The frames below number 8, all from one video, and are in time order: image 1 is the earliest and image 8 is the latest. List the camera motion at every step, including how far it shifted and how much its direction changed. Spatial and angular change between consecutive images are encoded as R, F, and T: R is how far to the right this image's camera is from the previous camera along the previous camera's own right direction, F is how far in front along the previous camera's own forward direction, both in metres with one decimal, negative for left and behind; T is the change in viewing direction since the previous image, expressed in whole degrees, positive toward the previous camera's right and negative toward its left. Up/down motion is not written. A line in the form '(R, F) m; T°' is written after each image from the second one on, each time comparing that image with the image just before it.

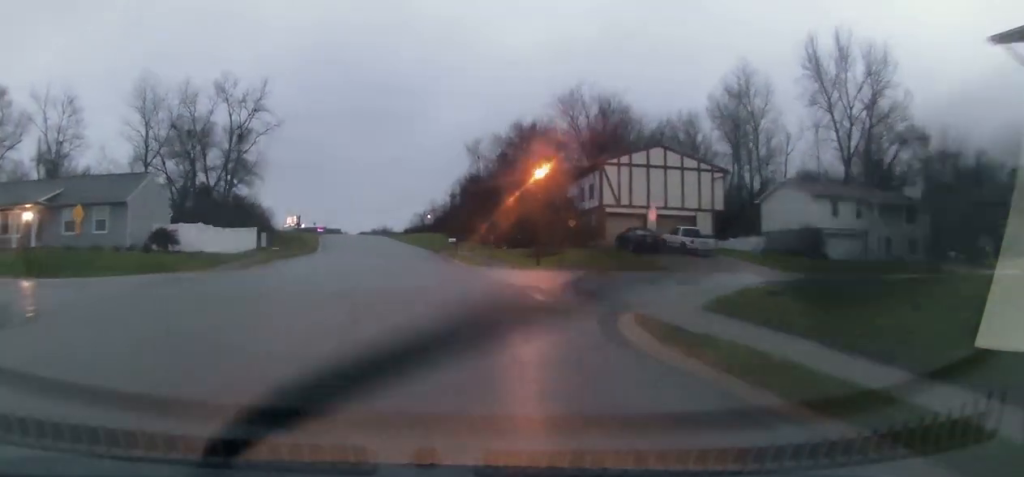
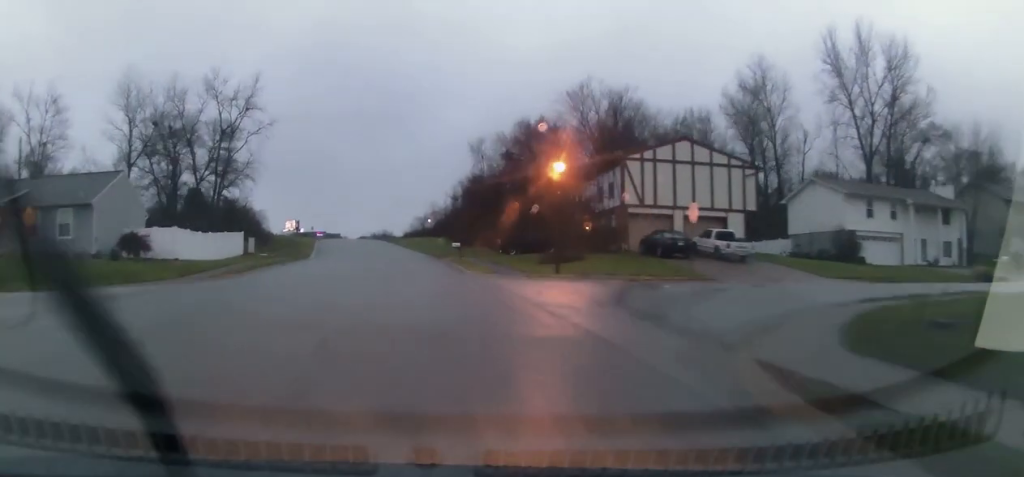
(+0.1, +4.7) m; 0°
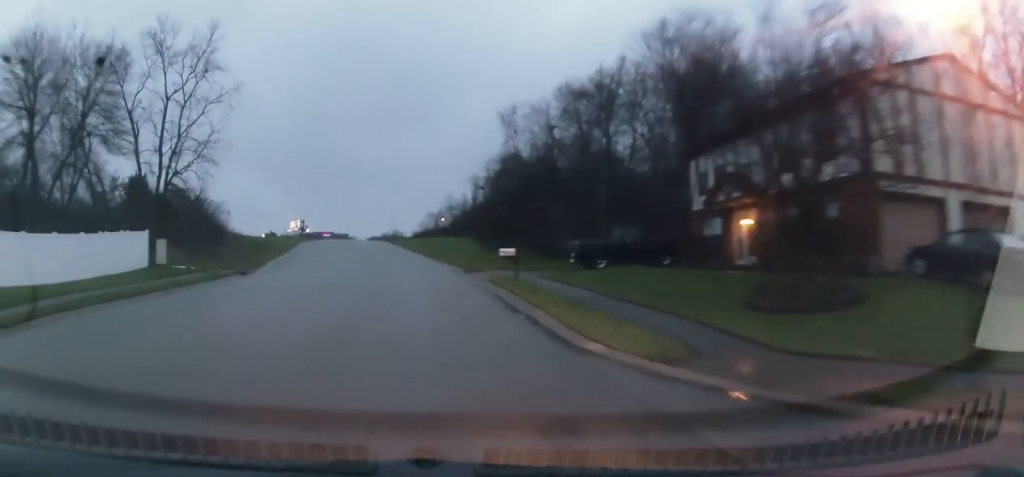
(0.0, +22.3) m; +1°
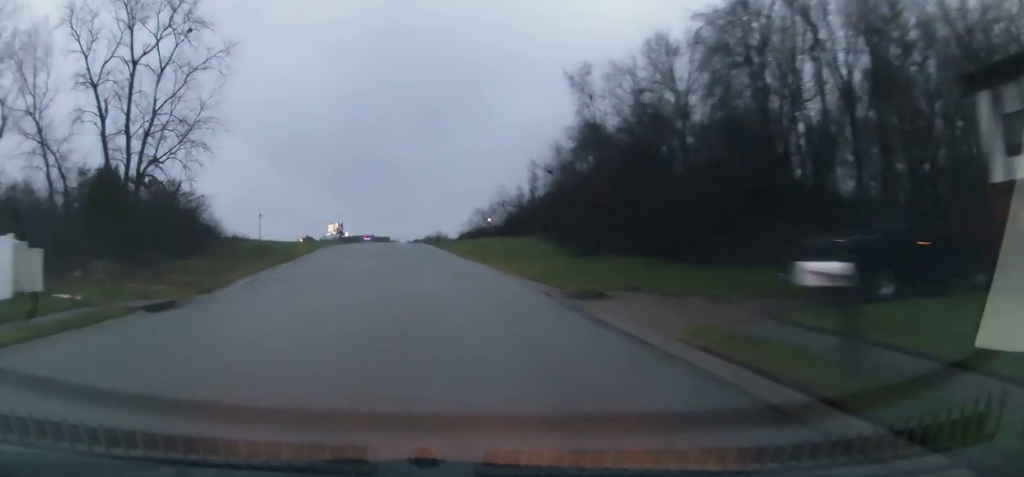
(-0.5, +16.1) m; -4°
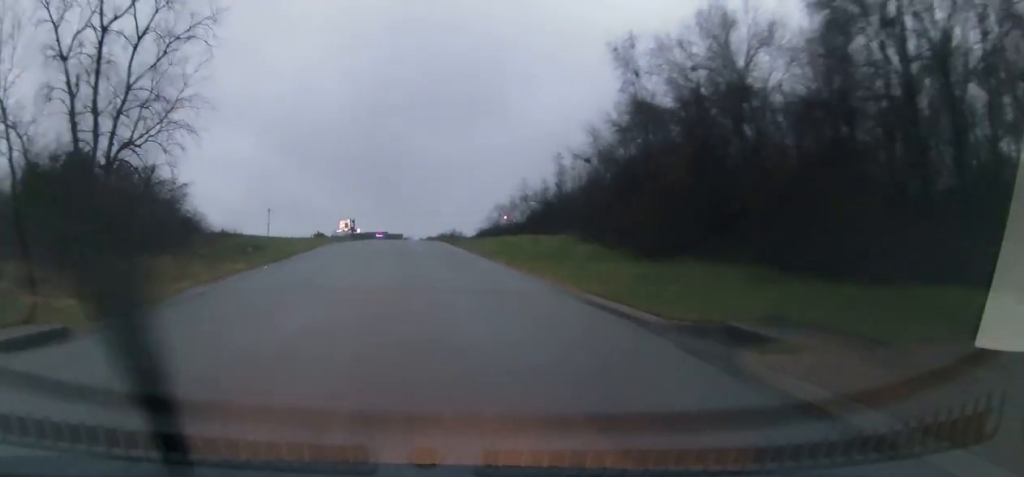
(-0.2, +7.4) m; -2°
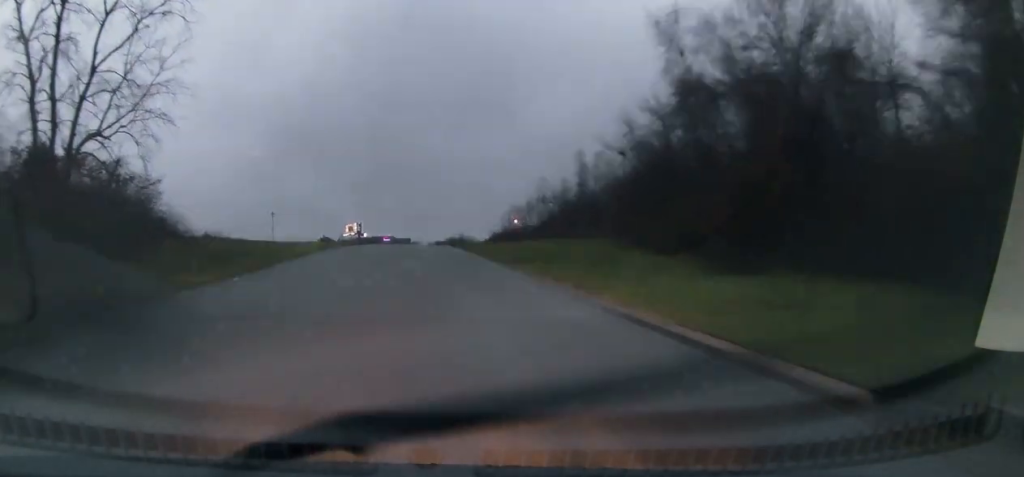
(0.0, +6.3) m; 0°
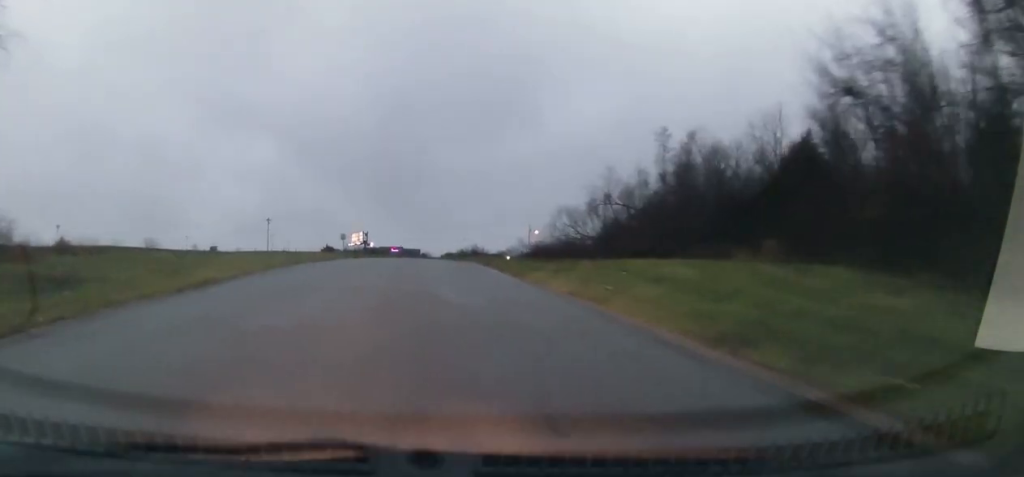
(-0.1, +21.5) m; -1°
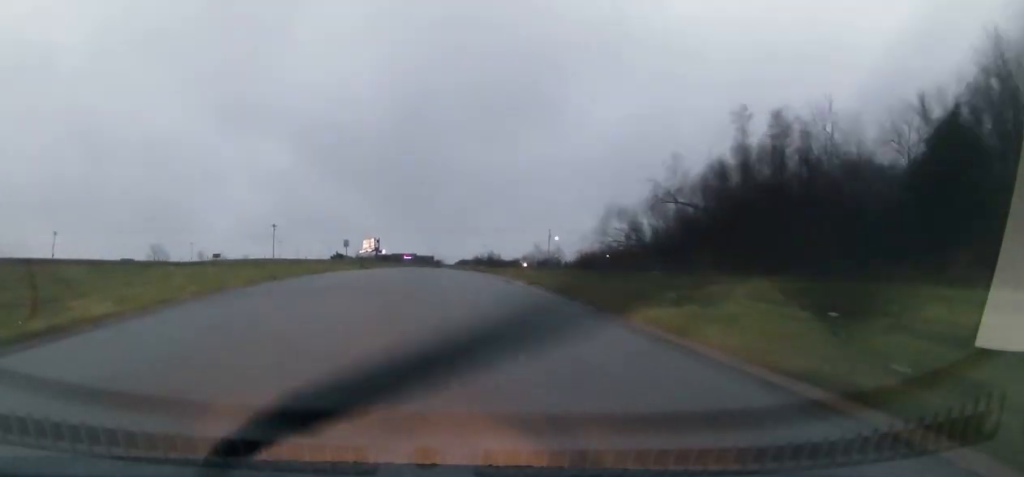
(0.0, +10.7) m; -1°
